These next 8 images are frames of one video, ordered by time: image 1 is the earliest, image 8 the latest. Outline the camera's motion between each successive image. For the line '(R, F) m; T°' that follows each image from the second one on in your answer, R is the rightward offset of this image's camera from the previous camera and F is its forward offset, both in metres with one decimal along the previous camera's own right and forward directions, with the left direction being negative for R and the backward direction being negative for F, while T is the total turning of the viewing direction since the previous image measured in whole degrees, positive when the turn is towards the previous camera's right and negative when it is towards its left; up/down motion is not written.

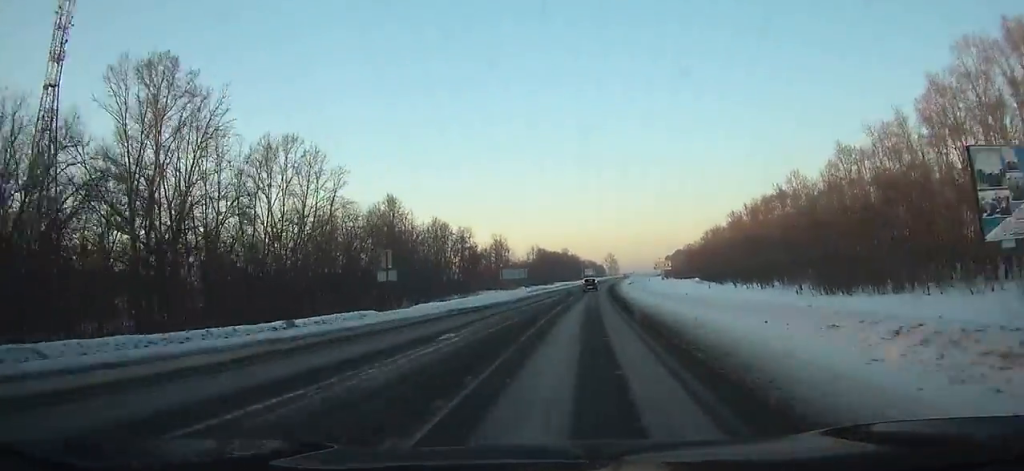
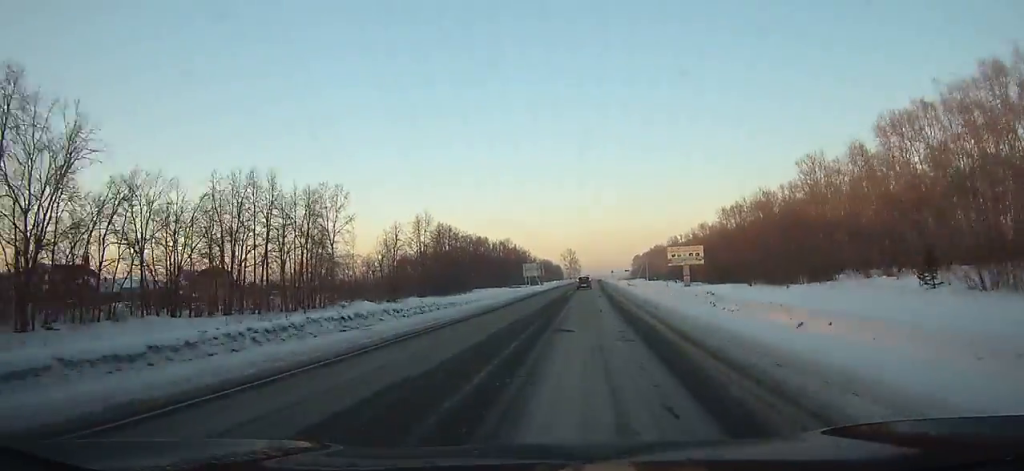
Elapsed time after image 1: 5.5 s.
(+3.6, +112.9) m; +4°
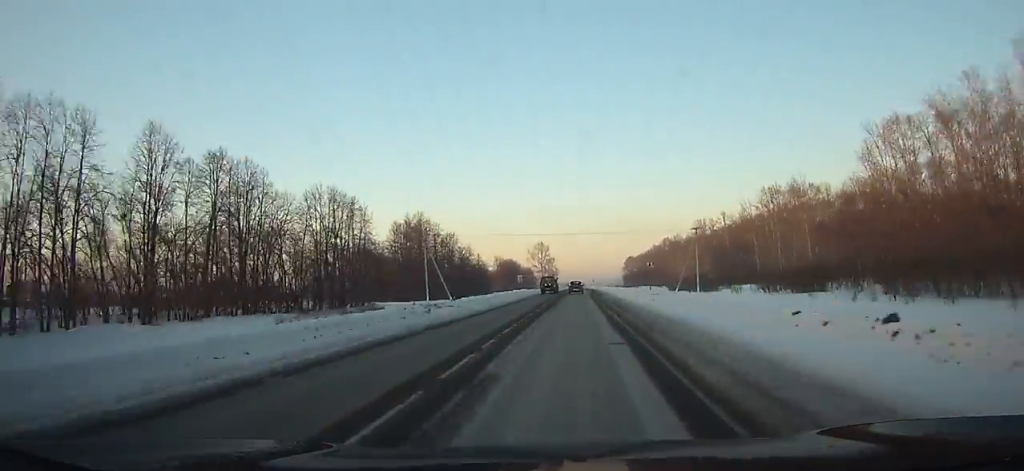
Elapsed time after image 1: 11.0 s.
(+3.0, +117.4) m; +2°
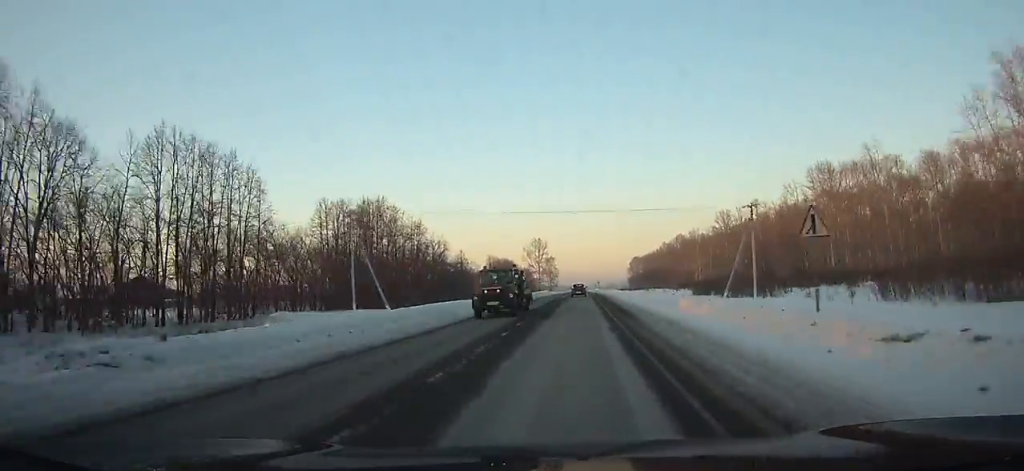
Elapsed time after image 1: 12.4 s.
(+0.1, +30.6) m; 0°
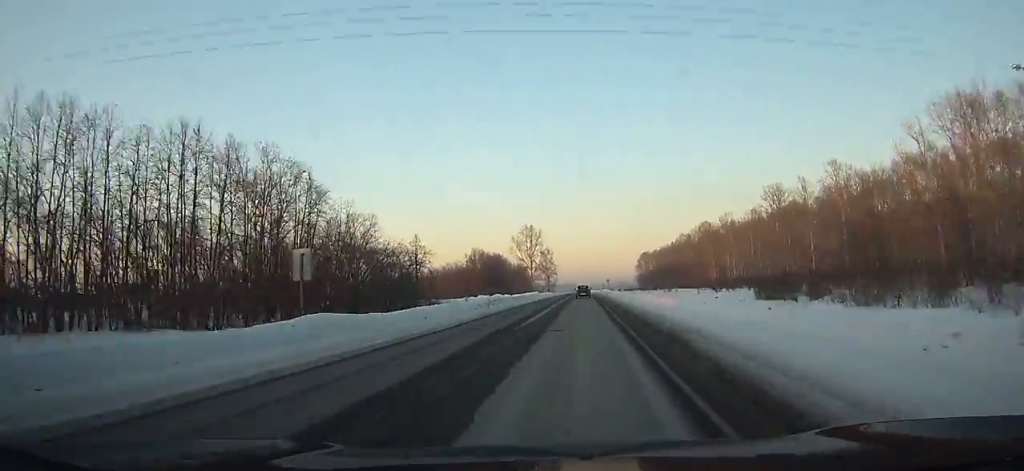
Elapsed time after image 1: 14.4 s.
(0.0, +44.7) m; 0°
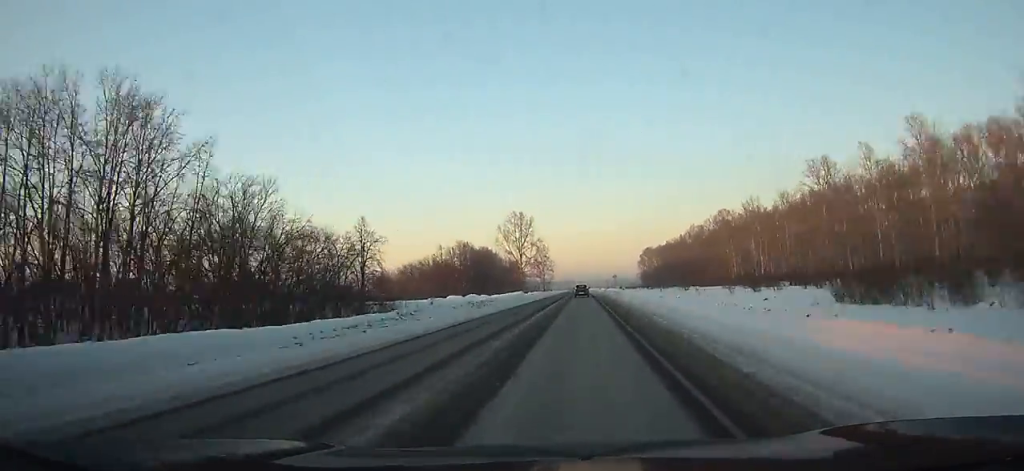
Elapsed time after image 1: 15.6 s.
(0.0, +26.8) m; 0°
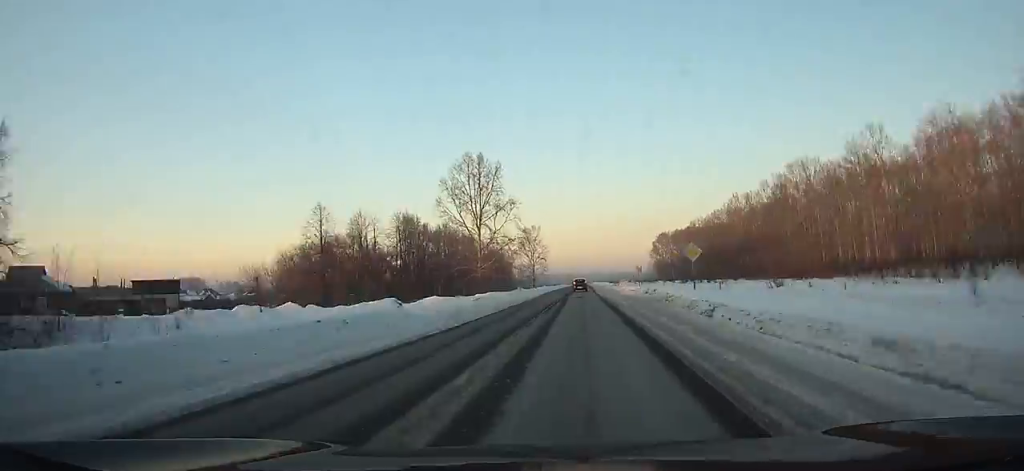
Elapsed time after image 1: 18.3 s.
(0.0, +60.9) m; 0°
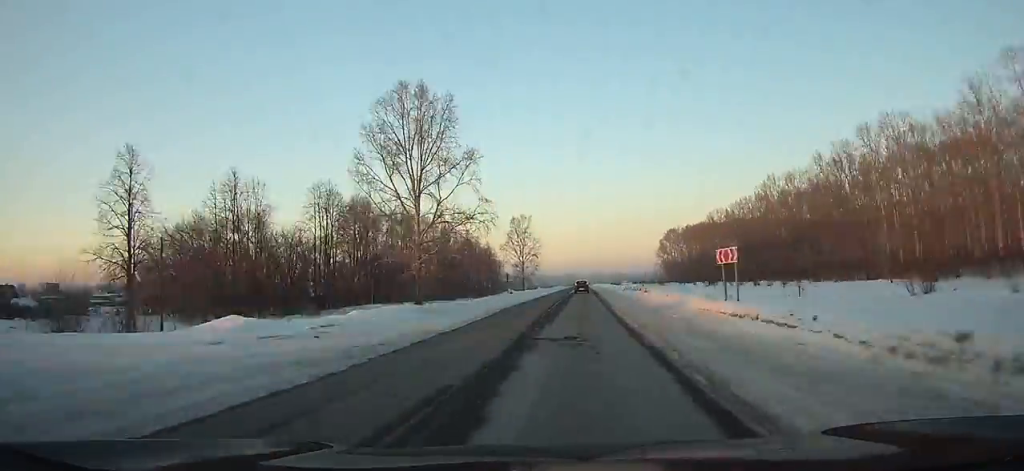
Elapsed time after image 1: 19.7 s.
(0.0, +31.5) m; 0°
